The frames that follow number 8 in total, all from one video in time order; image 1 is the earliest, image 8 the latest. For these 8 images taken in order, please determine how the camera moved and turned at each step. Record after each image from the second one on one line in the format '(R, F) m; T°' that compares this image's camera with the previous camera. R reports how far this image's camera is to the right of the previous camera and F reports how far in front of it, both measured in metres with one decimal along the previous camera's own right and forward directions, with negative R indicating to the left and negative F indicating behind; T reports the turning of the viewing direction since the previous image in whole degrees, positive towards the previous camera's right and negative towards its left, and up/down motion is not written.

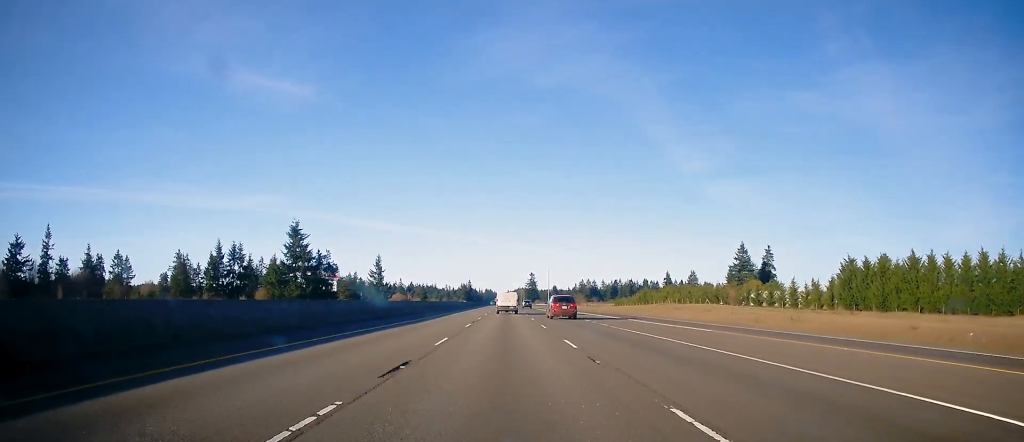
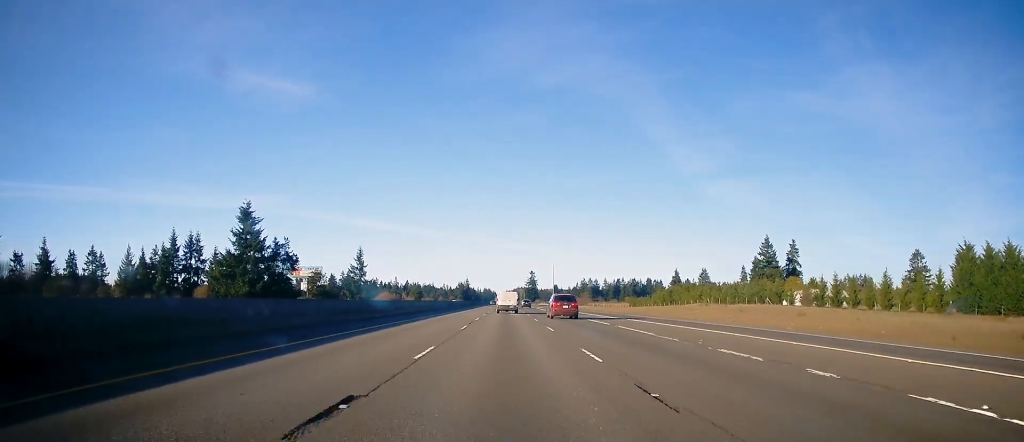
(+0.2, +28.5) m; +1°
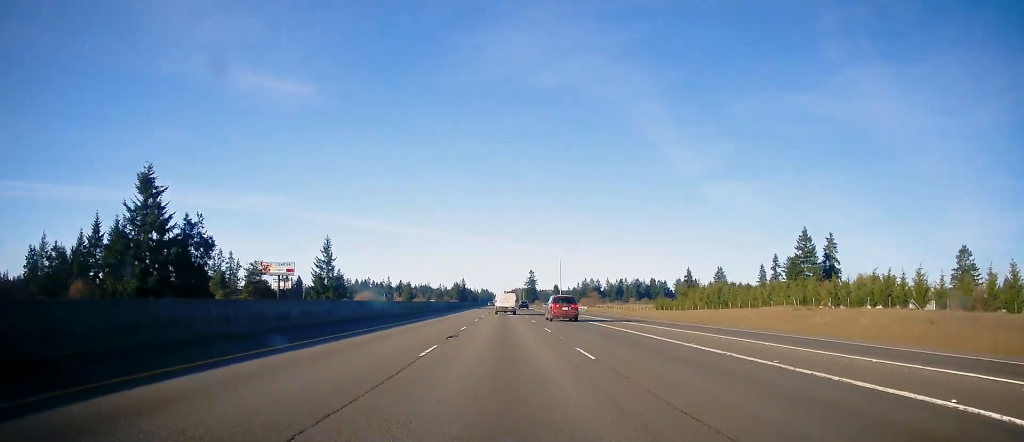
(+0.2, +35.8) m; 0°
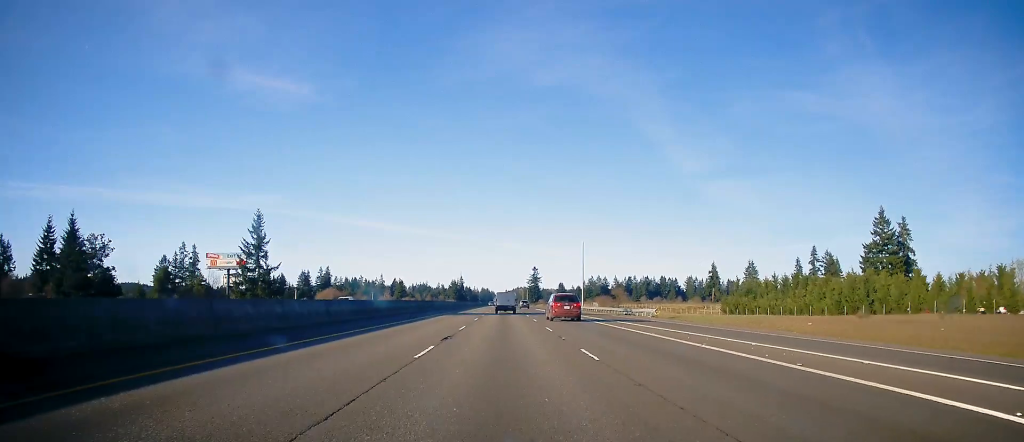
(-0.3, +49.6) m; -1°
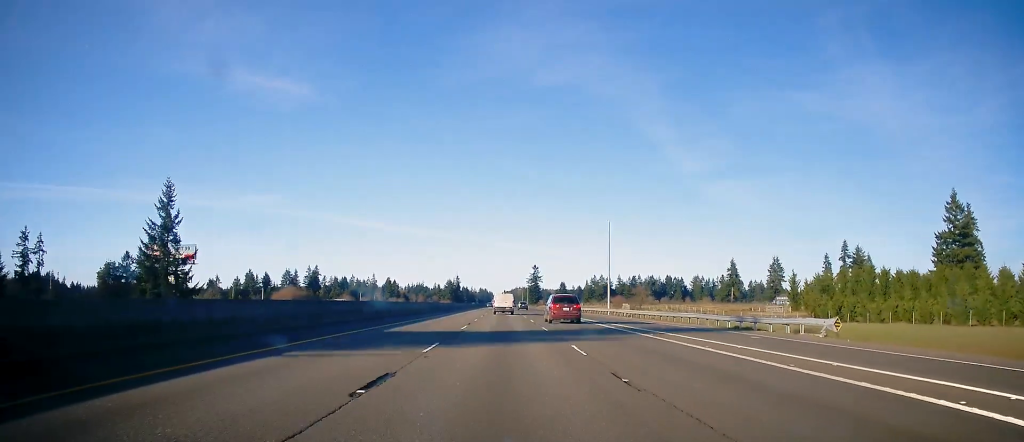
(-0.3, +35.2) m; 0°
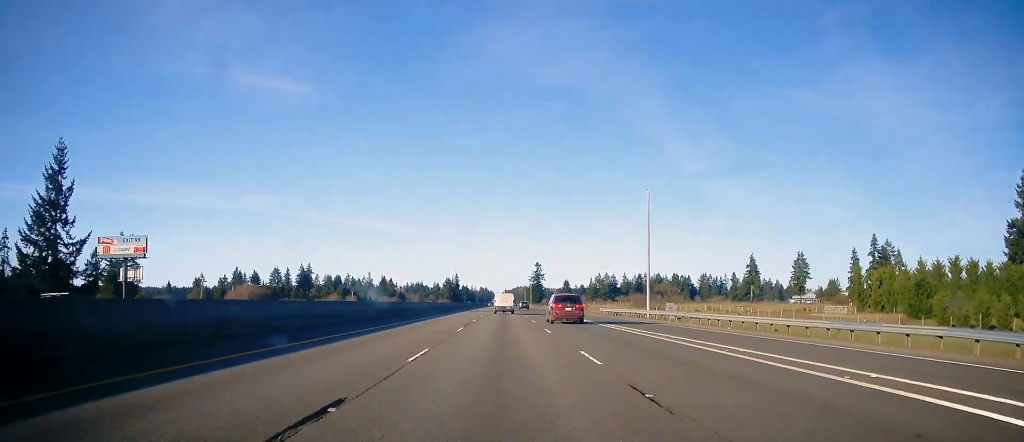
(+0.2, +26.8) m; 0°
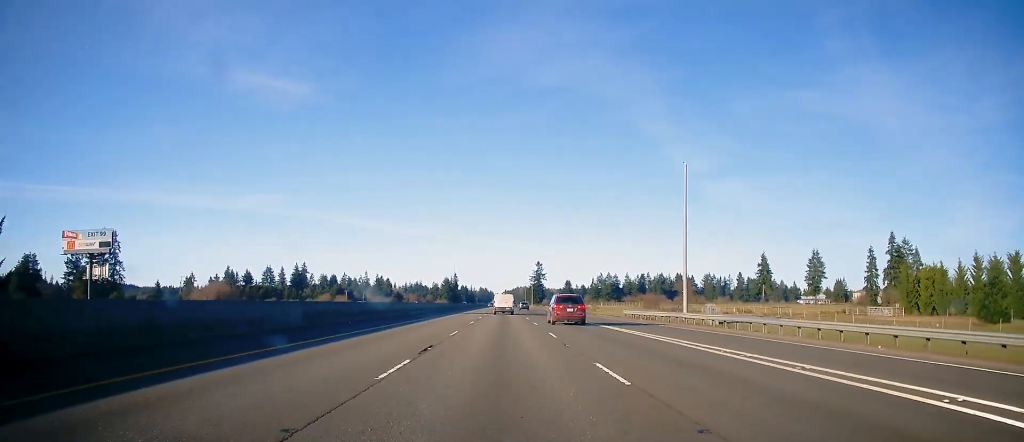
(0.0, +15.0) m; 0°
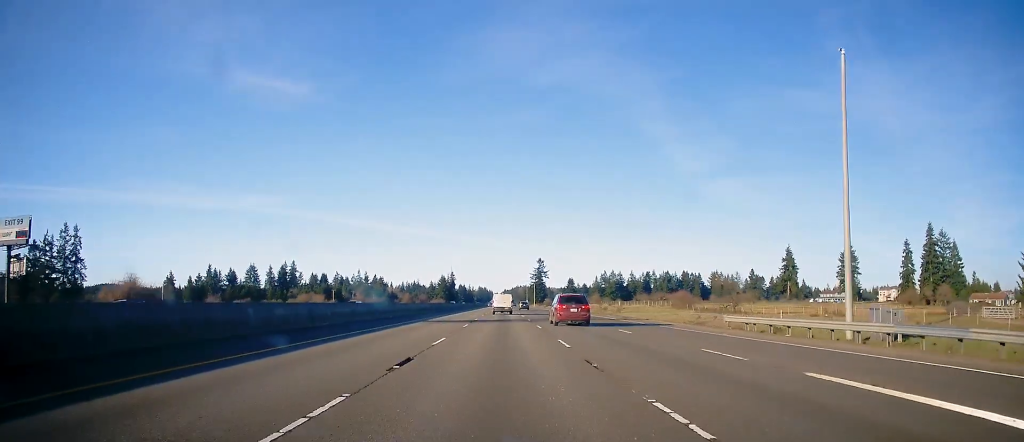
(+0.1, +29.0) m; 0°
